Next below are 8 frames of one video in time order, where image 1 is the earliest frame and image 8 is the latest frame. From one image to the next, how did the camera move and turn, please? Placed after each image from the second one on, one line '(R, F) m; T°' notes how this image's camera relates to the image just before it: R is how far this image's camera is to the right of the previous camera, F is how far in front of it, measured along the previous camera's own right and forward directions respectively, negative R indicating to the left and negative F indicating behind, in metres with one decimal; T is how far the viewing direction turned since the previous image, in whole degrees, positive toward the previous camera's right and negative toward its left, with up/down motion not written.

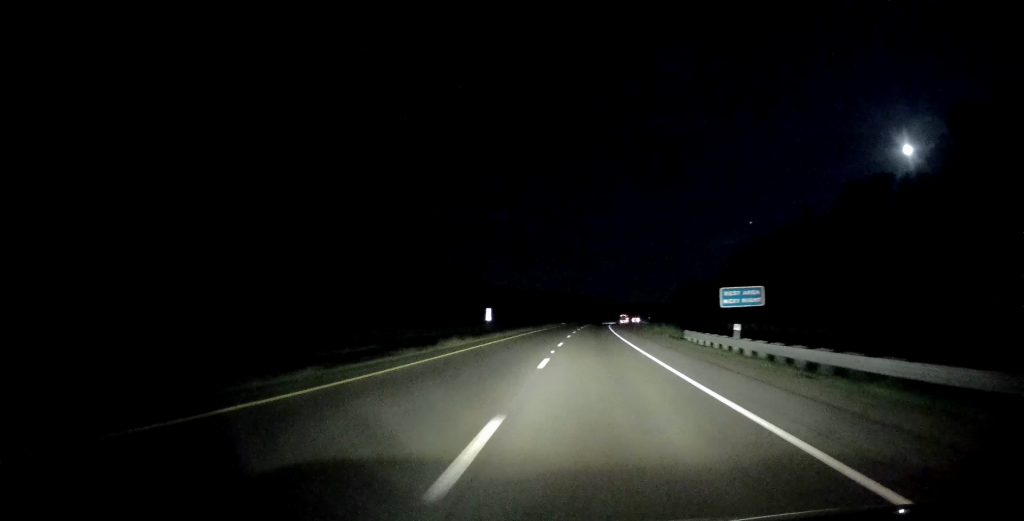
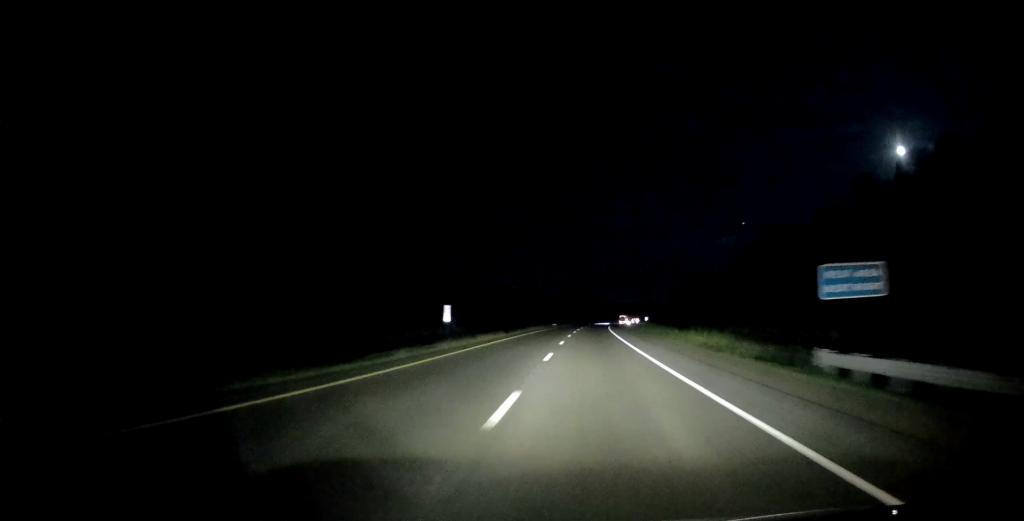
(+0.1, +21.1) m; +1°
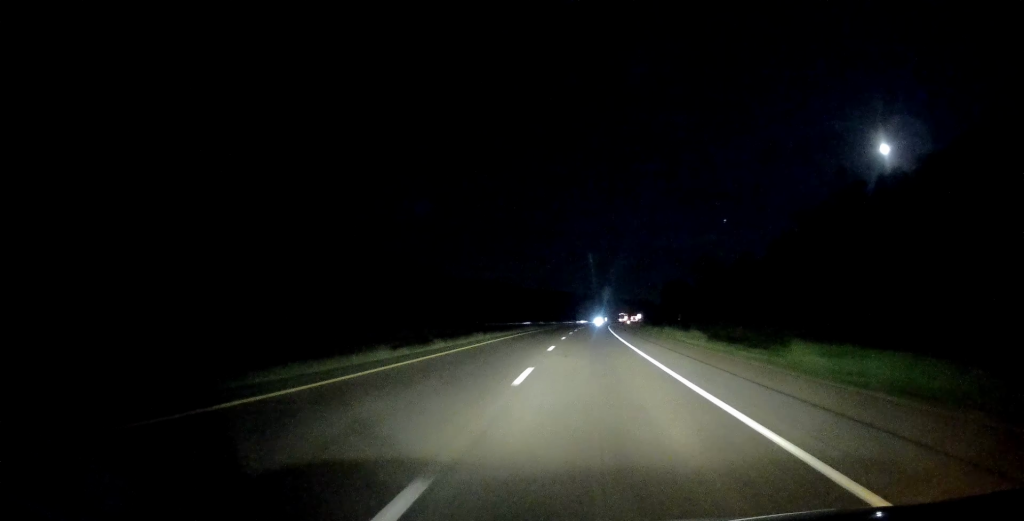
(+1.1, +56.3) m; +3°
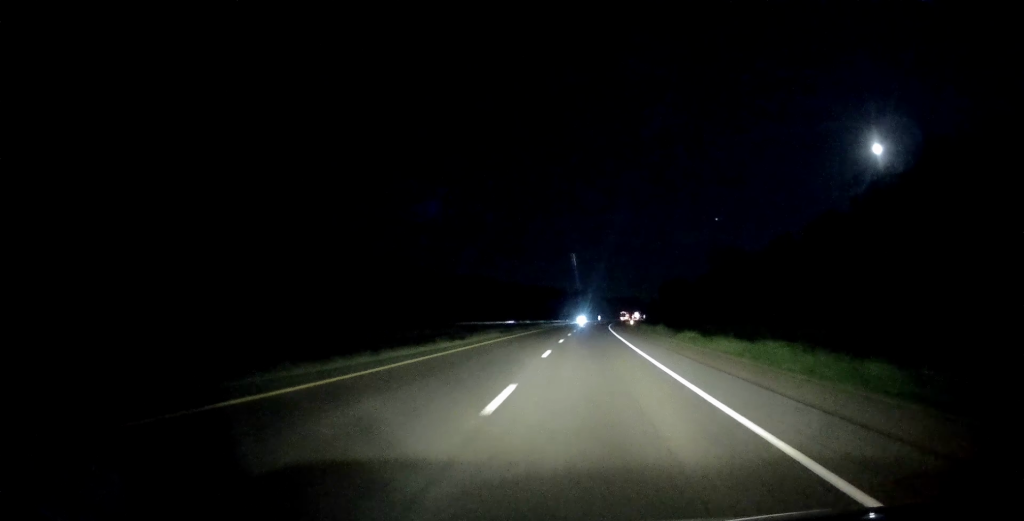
(+0.8, +29.0) m; +2°
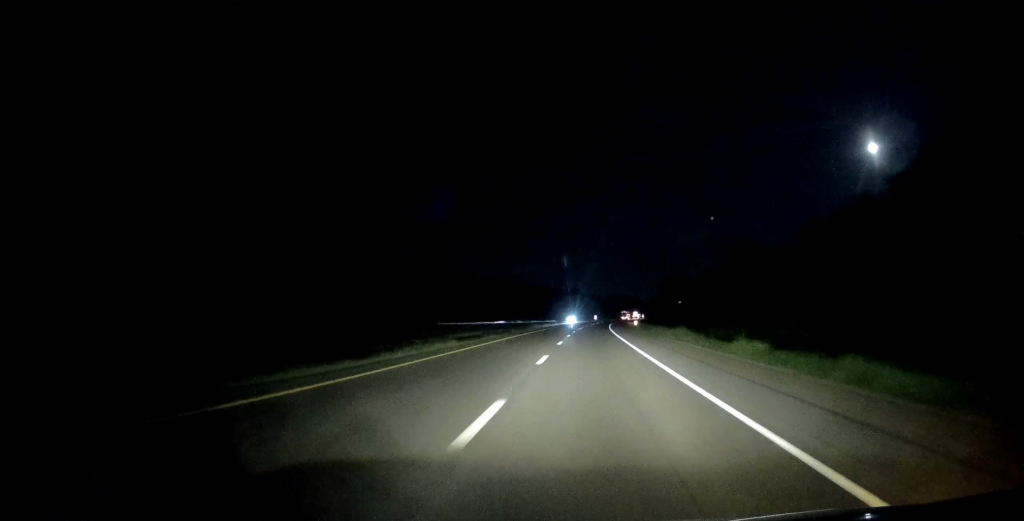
(+0.1, +14.7) m; 0°
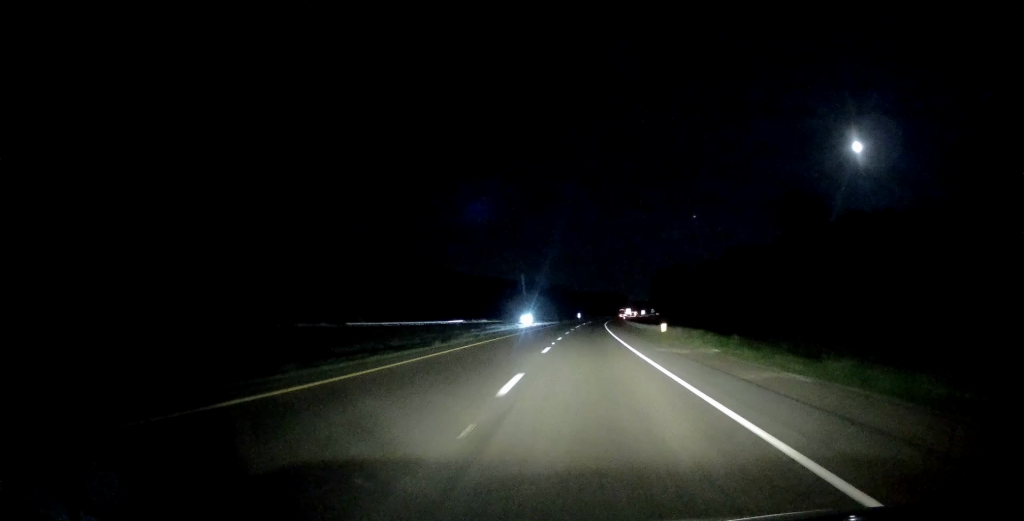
(0.0, +44.1) m; +1°
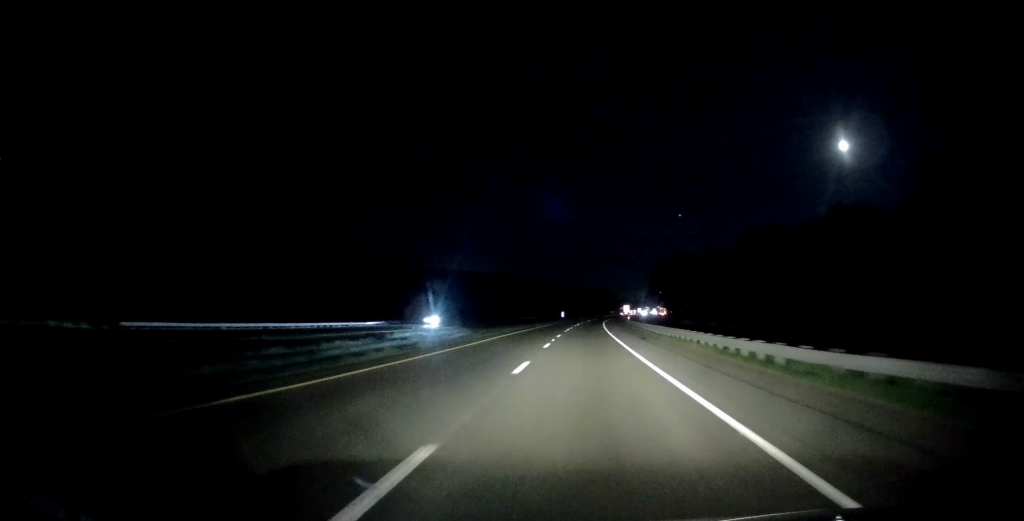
(+0.7, +45.2) m; +1°
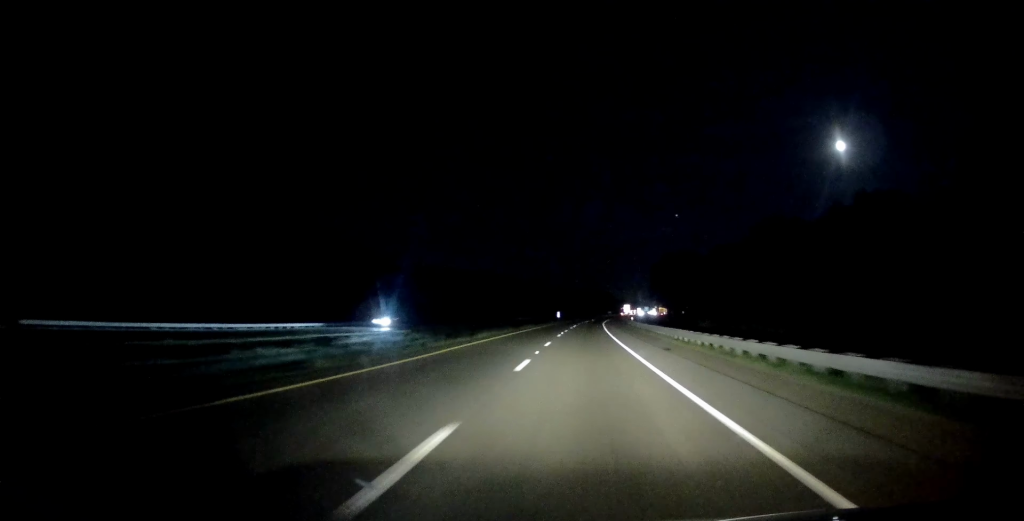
(0.0, +10.9) m; 0°
